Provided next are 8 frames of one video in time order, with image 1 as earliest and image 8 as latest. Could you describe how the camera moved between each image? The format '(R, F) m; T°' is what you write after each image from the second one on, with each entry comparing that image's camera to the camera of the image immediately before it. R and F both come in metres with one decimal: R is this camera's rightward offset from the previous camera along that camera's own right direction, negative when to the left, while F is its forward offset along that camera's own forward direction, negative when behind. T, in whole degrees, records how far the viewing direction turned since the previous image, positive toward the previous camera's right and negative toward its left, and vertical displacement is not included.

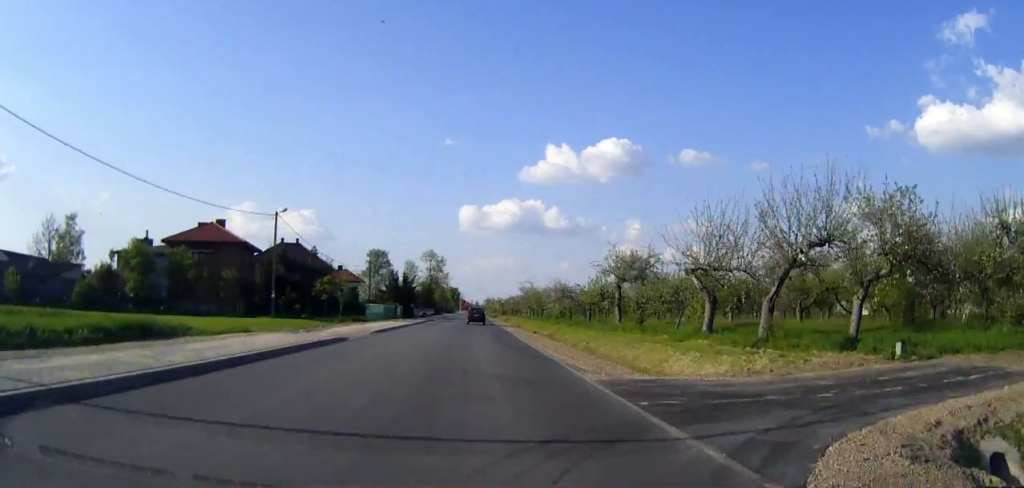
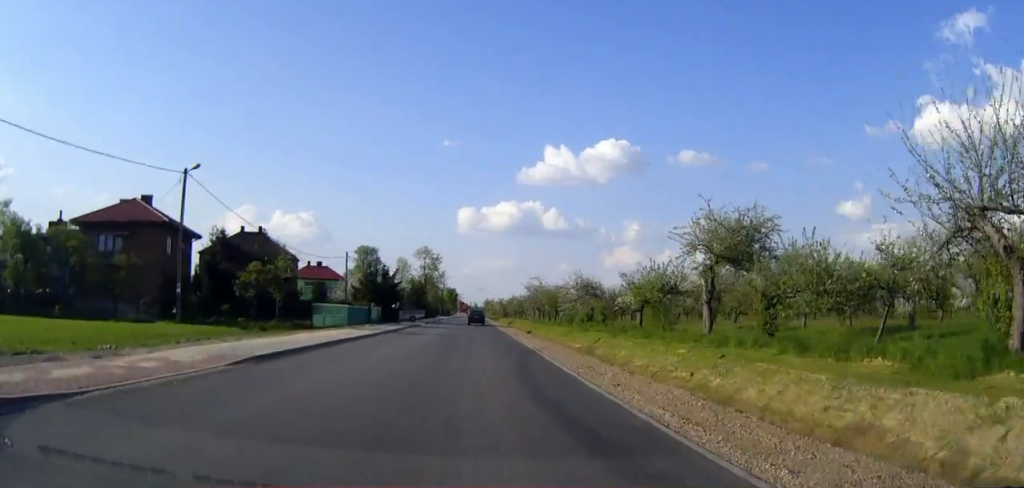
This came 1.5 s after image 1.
(0.0, +18.8) m; 0°
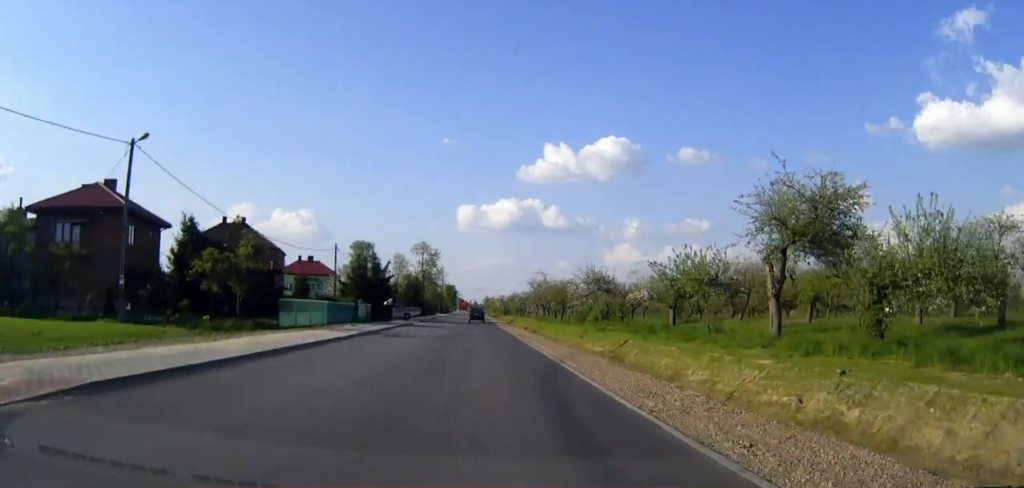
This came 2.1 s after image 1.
(0.0, +6.8) m; 0°
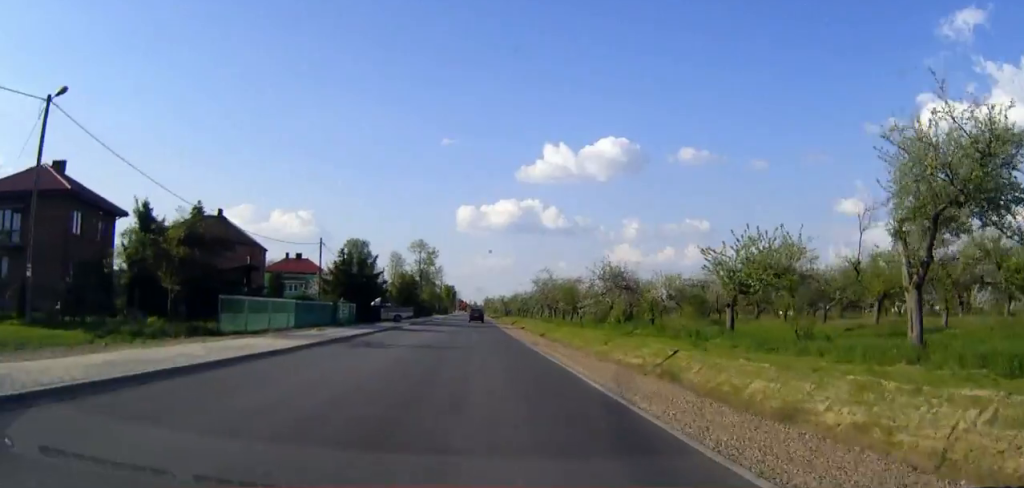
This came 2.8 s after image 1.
(0.0, +8.0) m; 0°
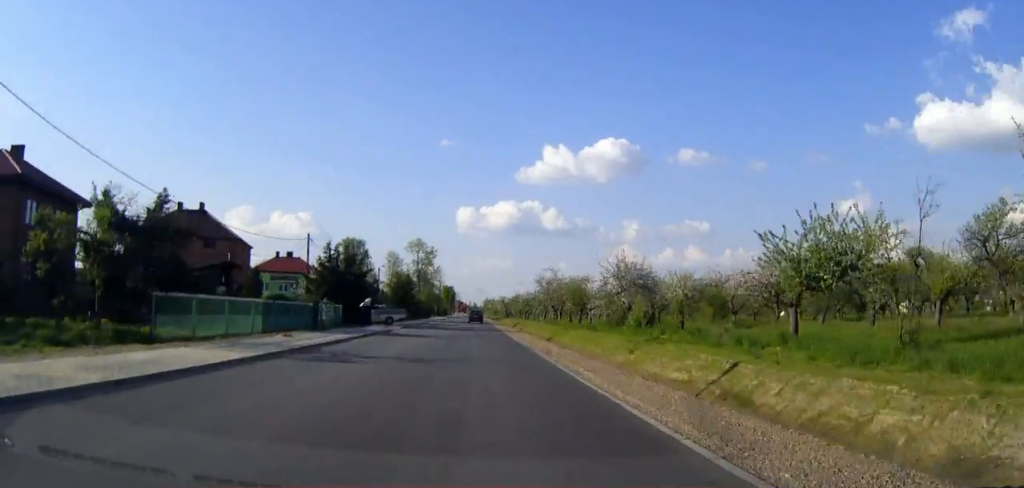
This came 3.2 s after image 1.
(0.0, +5.6) m; 0°
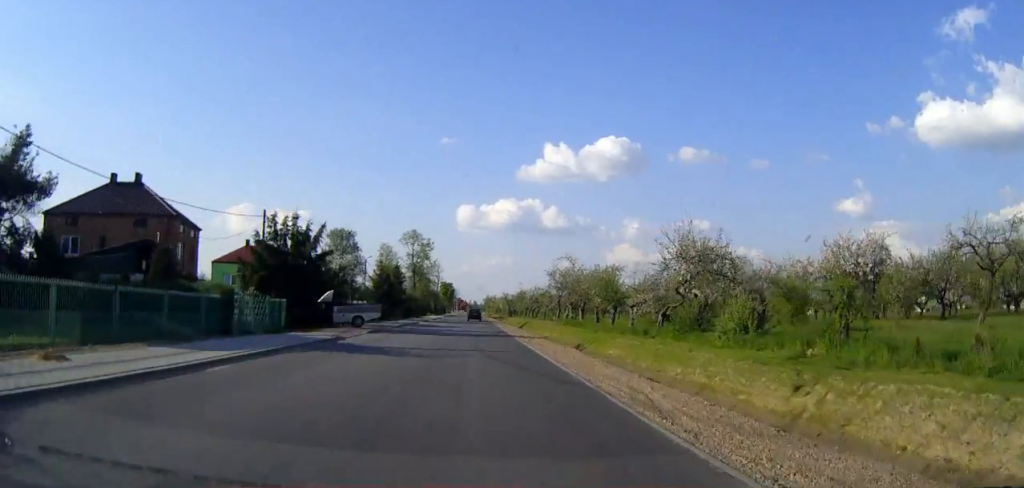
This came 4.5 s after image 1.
(0.0, +15.0) m; 0°
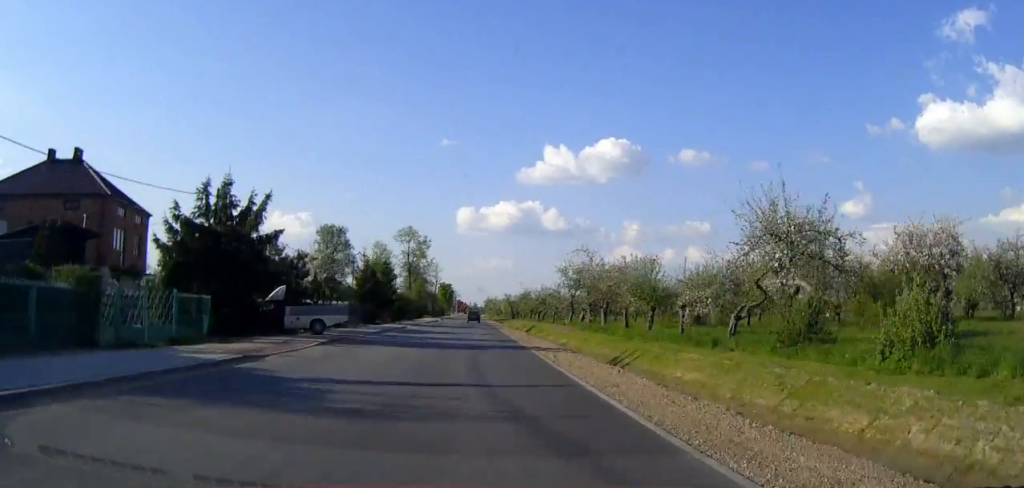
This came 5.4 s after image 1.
(0.0, +10.3) m; 0°
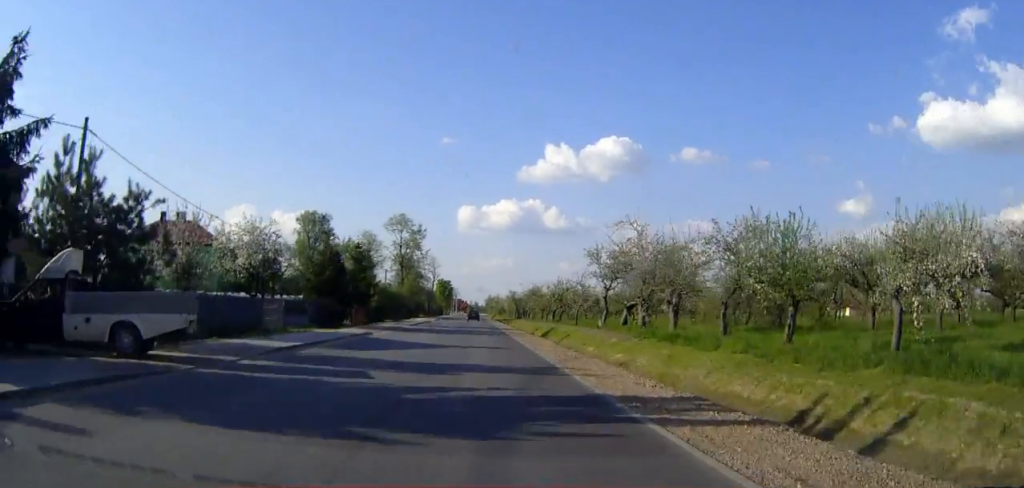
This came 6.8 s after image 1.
(0.0, +17.2) m; 0°
